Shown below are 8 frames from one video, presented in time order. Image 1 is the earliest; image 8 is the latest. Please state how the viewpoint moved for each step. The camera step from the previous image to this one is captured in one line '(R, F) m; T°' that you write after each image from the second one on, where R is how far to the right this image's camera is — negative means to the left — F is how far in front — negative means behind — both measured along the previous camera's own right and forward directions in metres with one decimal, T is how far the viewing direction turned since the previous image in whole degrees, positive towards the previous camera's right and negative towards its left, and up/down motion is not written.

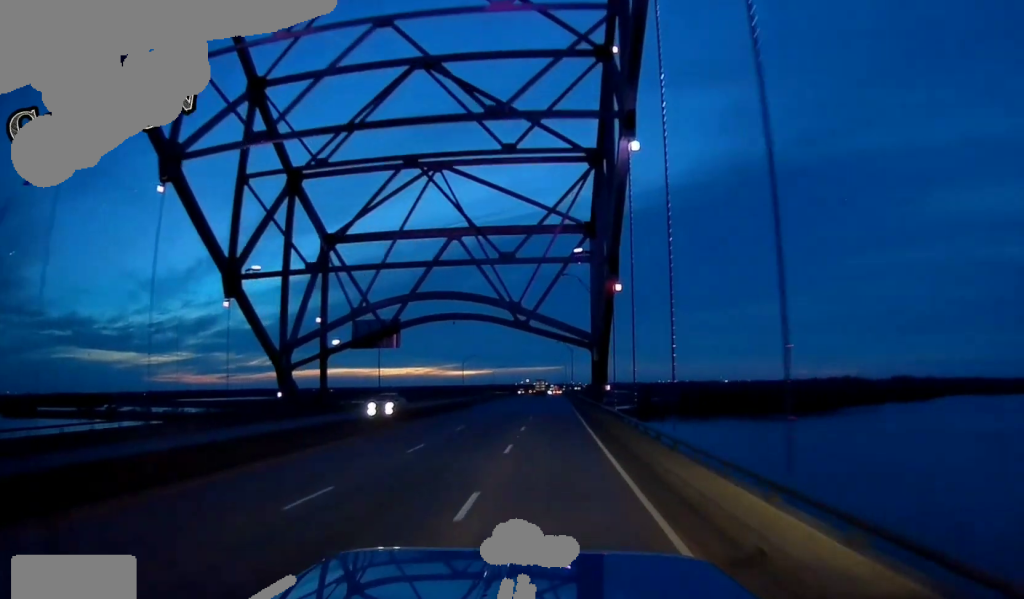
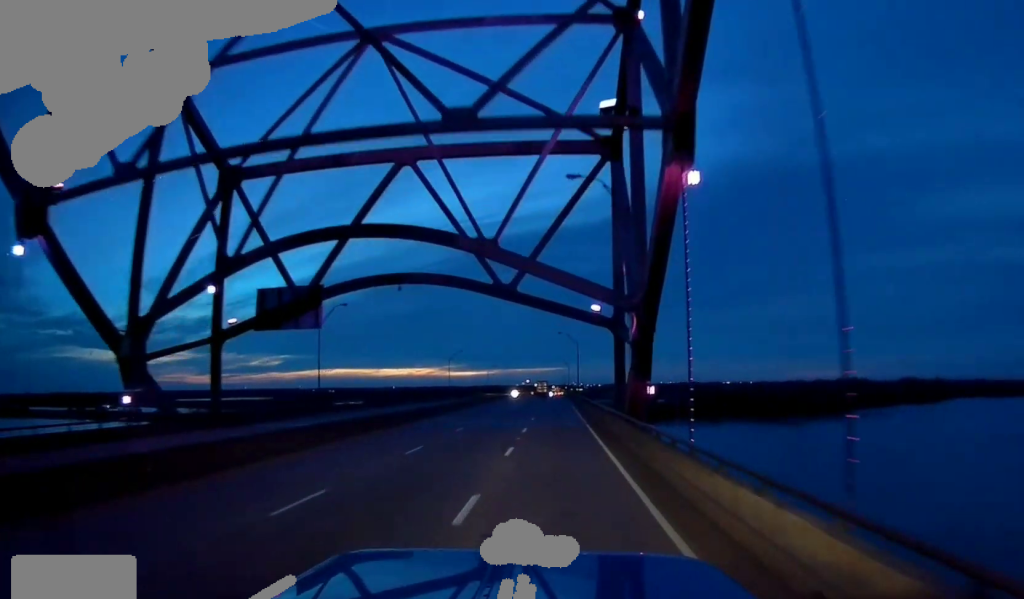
(+0.1, +25.7) m; 0°
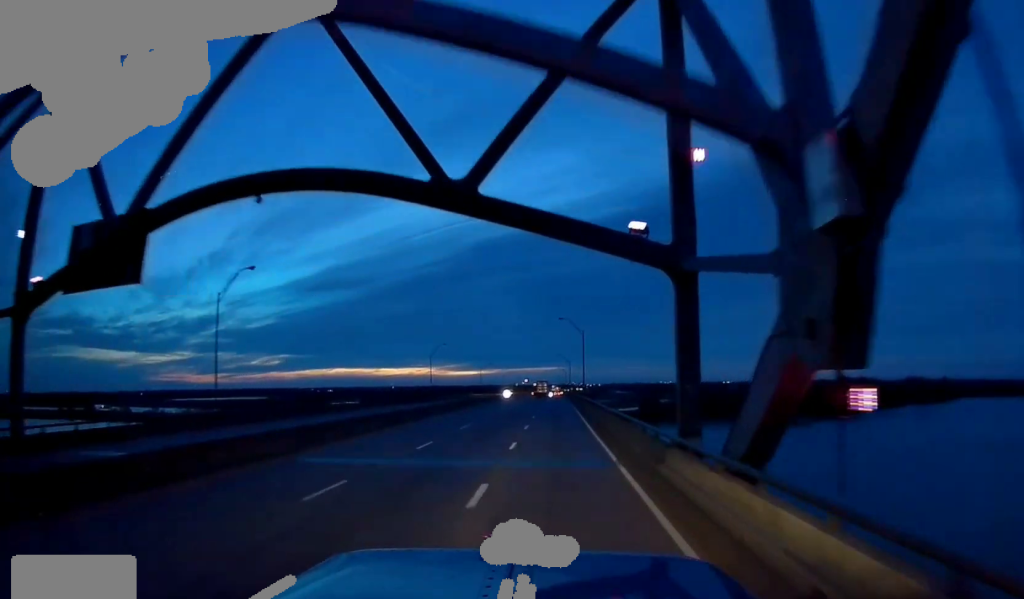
(-0.2, +21.4) m; 0°
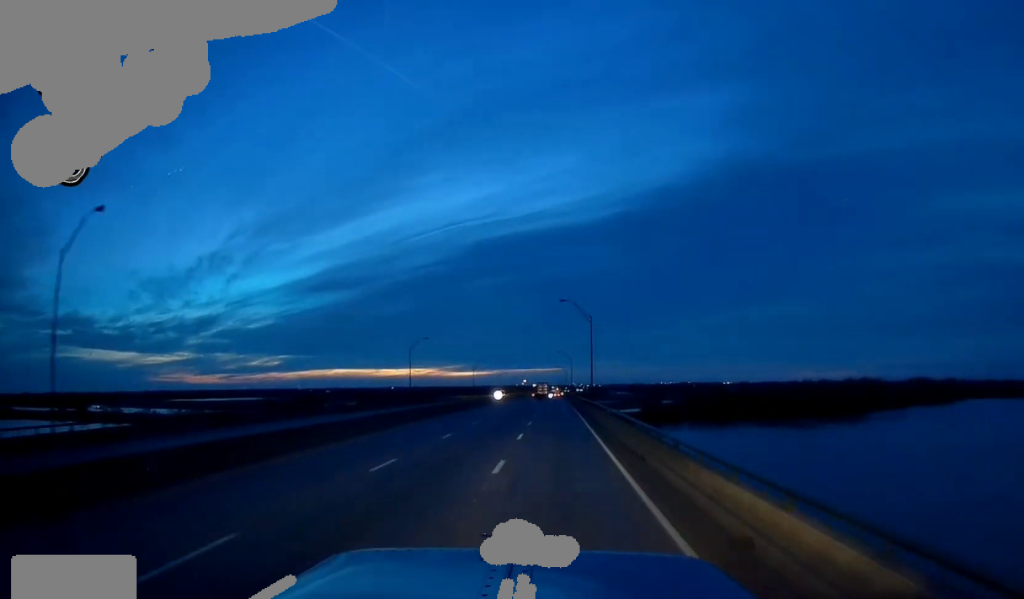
(+0.3, +18.8) m; 0°
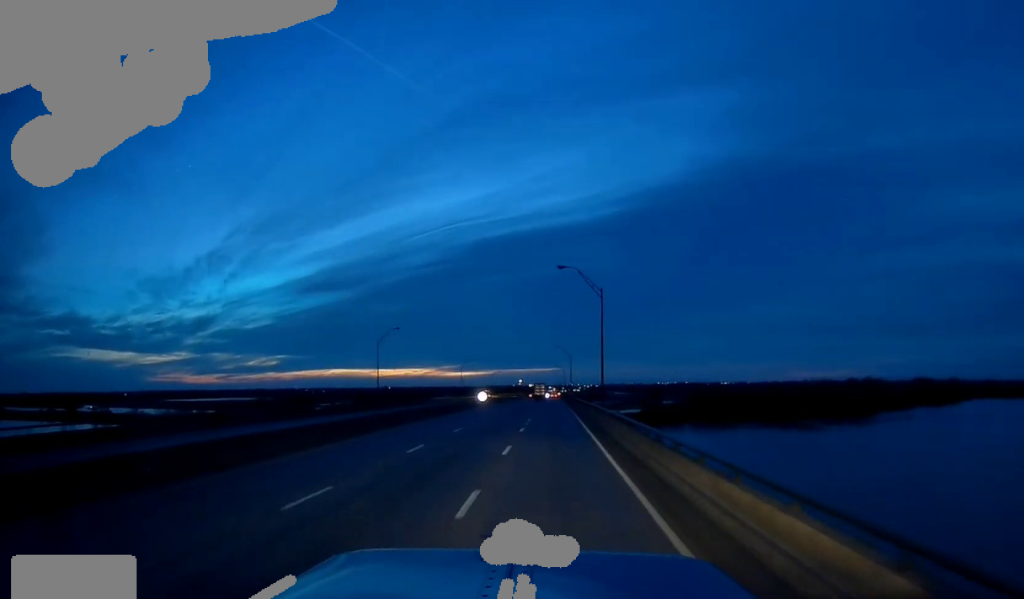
(-0.3, +18.9) m; -1°
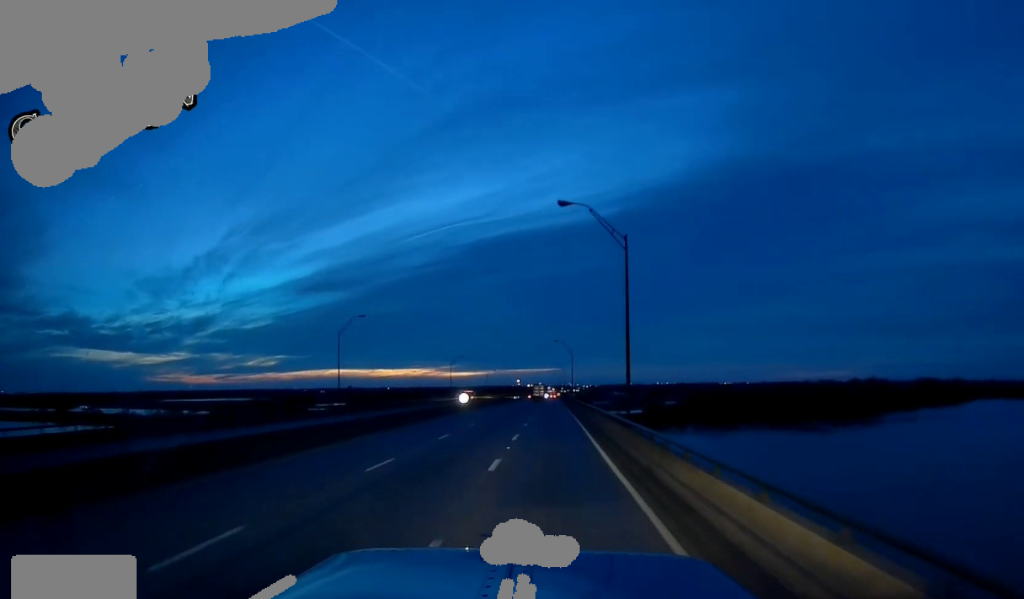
(-0.1, +18.1) m; 0°
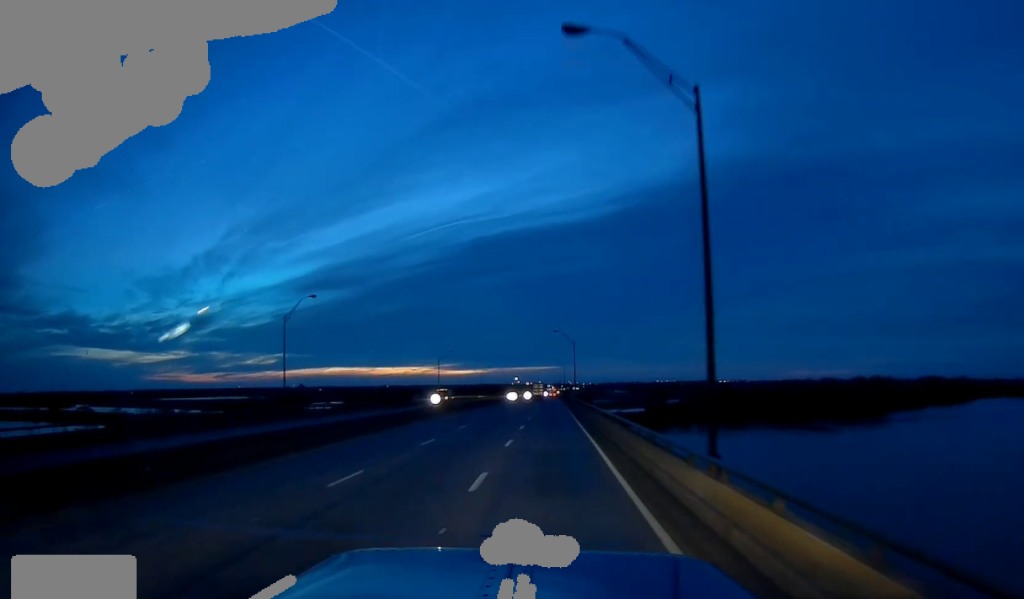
(-0.1, +16.4) m; +1°
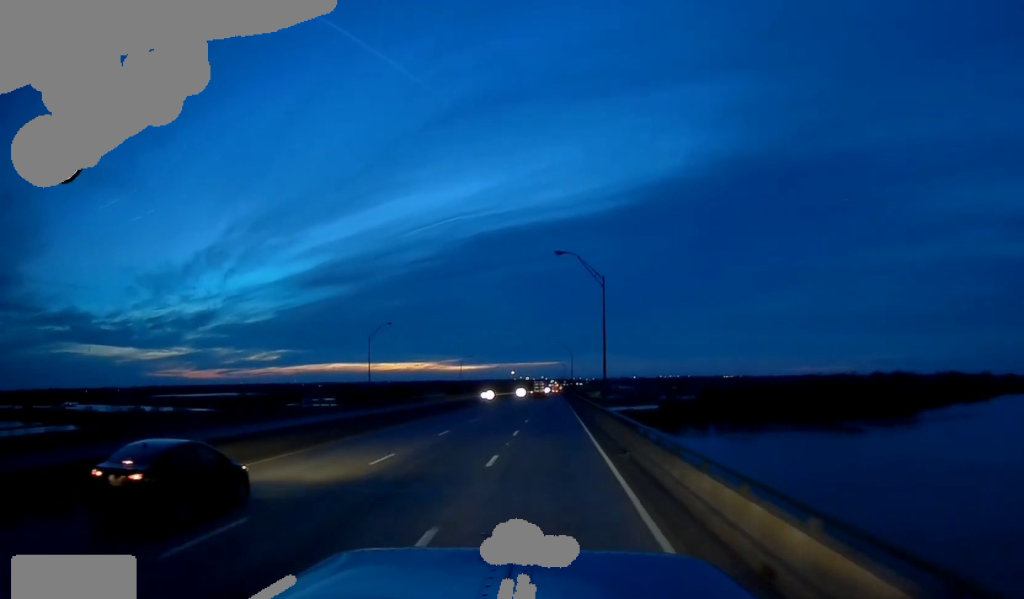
(+0.2, +55.8) m; -1°
